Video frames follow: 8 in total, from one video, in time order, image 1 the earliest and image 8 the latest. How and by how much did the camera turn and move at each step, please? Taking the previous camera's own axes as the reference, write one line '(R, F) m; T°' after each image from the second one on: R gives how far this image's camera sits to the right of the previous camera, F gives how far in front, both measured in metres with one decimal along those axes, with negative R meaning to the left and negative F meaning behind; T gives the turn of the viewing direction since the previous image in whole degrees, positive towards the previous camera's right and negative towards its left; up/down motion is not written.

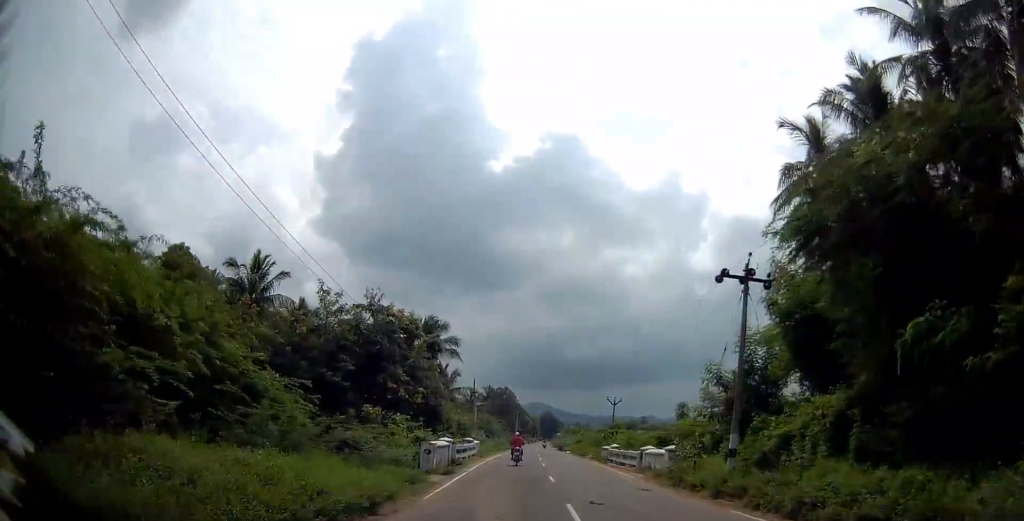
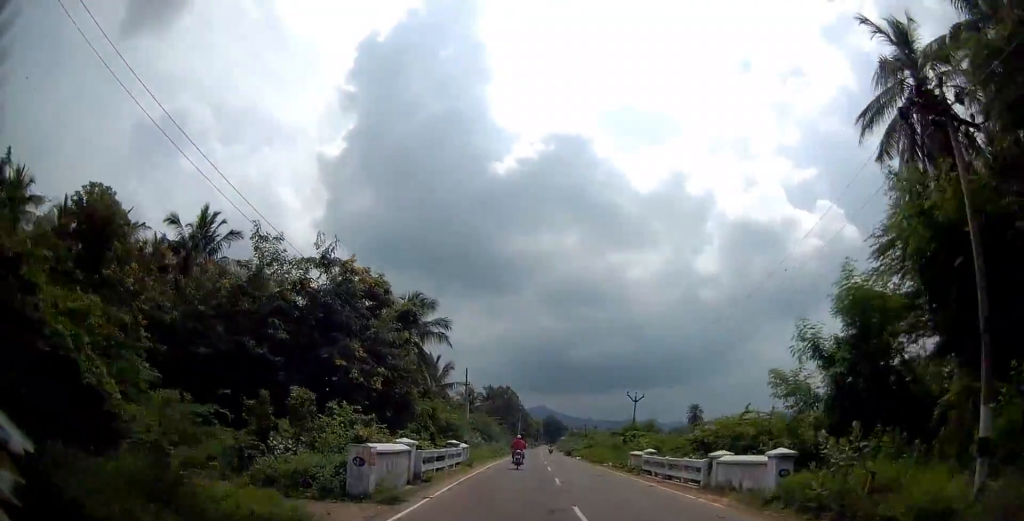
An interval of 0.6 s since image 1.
(+0.1, +9.3) m; +1°
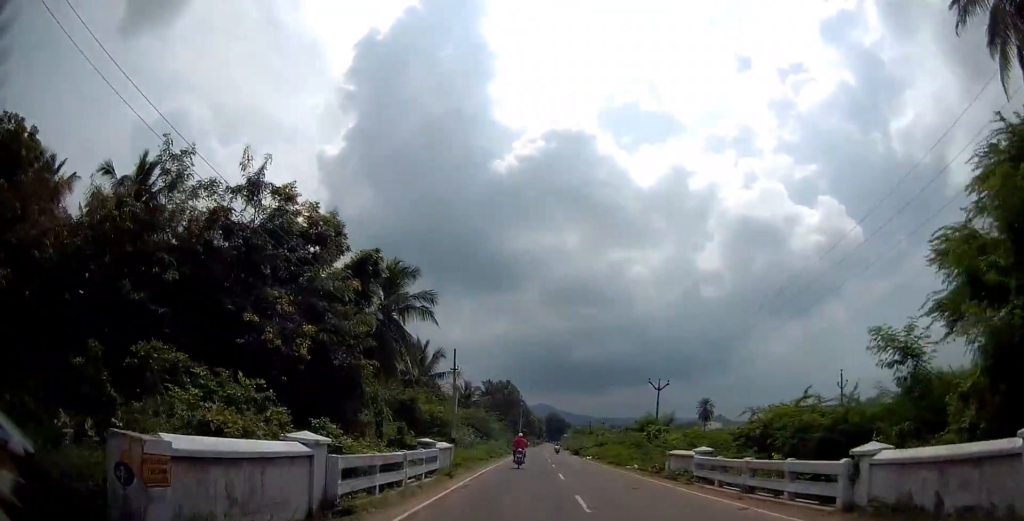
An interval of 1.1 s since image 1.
(+0.1, +7.7) m; +1°
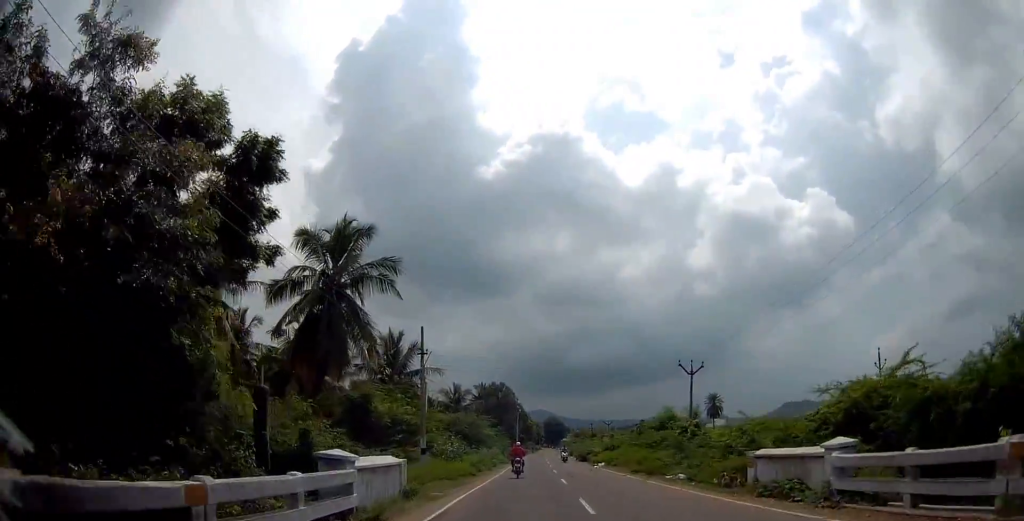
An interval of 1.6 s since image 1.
(0.0, +8.7) m; 0°
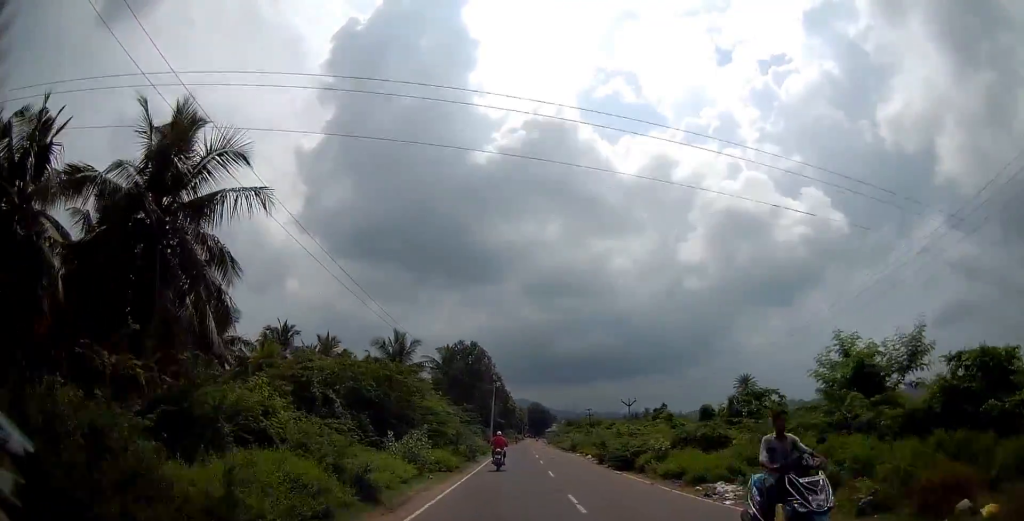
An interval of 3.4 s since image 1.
(+0.1, +28.9) m; 0°
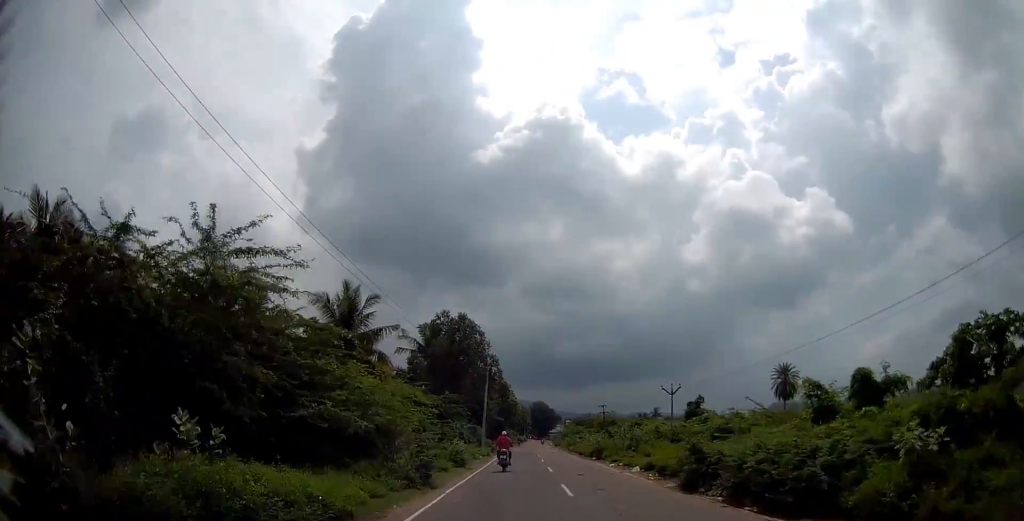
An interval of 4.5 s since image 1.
(-0.1, +16.0) m; -1°
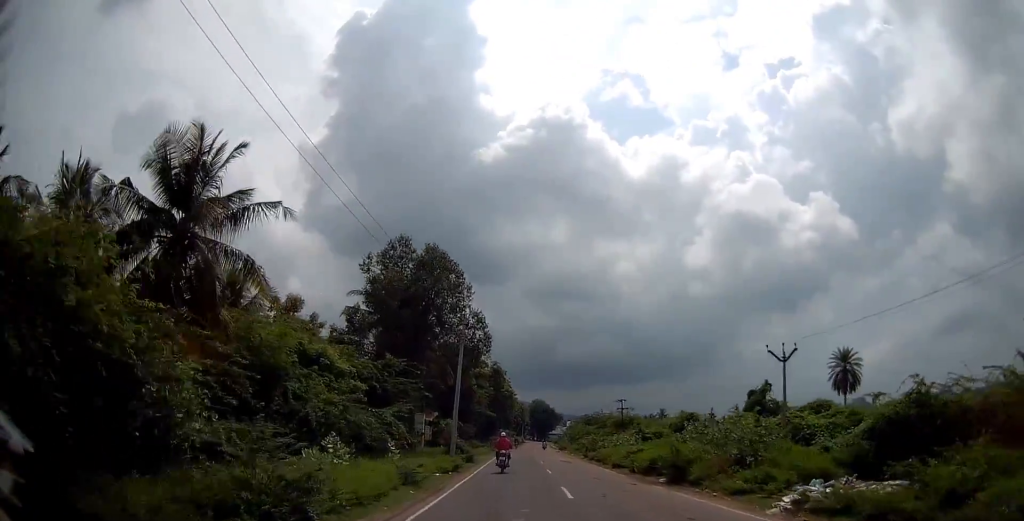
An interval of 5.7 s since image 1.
(+0.1, +18.9) m; +1°
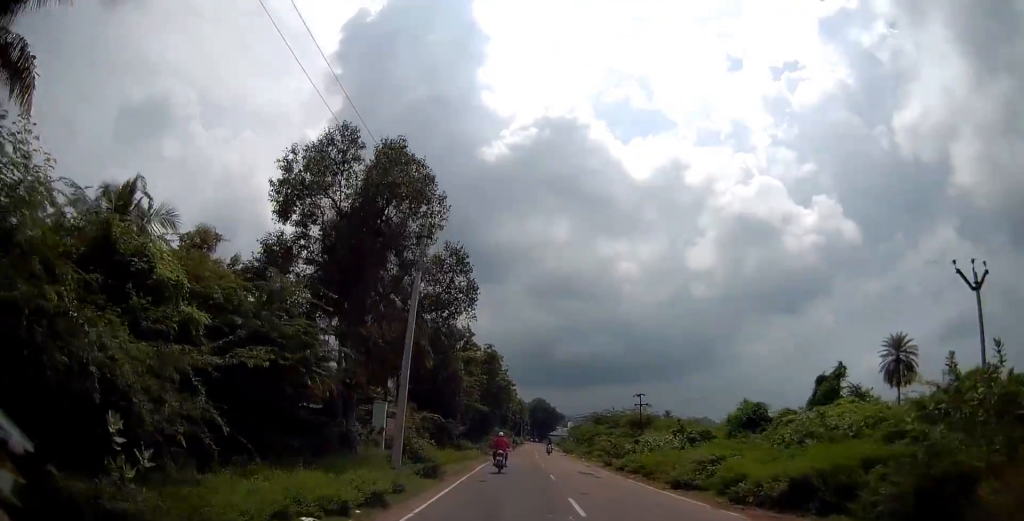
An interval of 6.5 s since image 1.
(+0.1, +11.9) m; +1°
